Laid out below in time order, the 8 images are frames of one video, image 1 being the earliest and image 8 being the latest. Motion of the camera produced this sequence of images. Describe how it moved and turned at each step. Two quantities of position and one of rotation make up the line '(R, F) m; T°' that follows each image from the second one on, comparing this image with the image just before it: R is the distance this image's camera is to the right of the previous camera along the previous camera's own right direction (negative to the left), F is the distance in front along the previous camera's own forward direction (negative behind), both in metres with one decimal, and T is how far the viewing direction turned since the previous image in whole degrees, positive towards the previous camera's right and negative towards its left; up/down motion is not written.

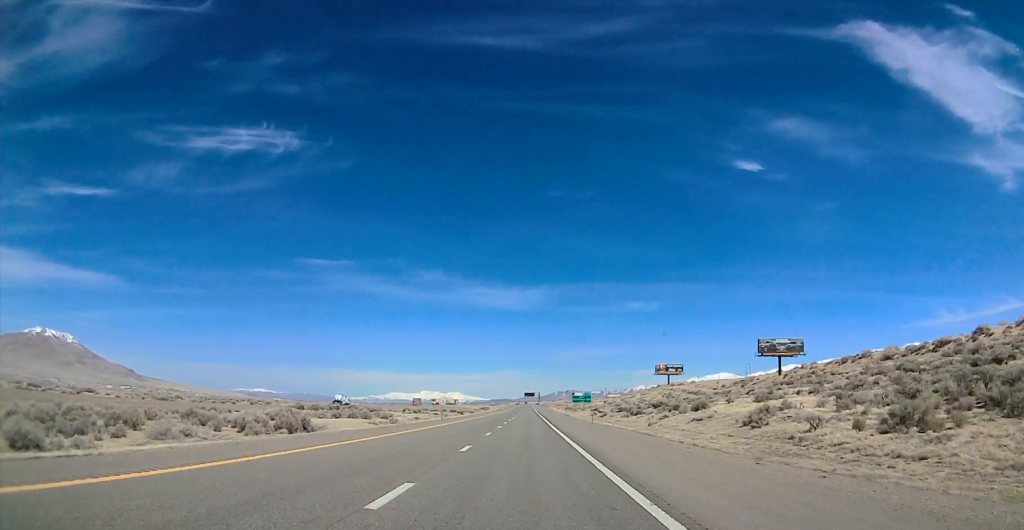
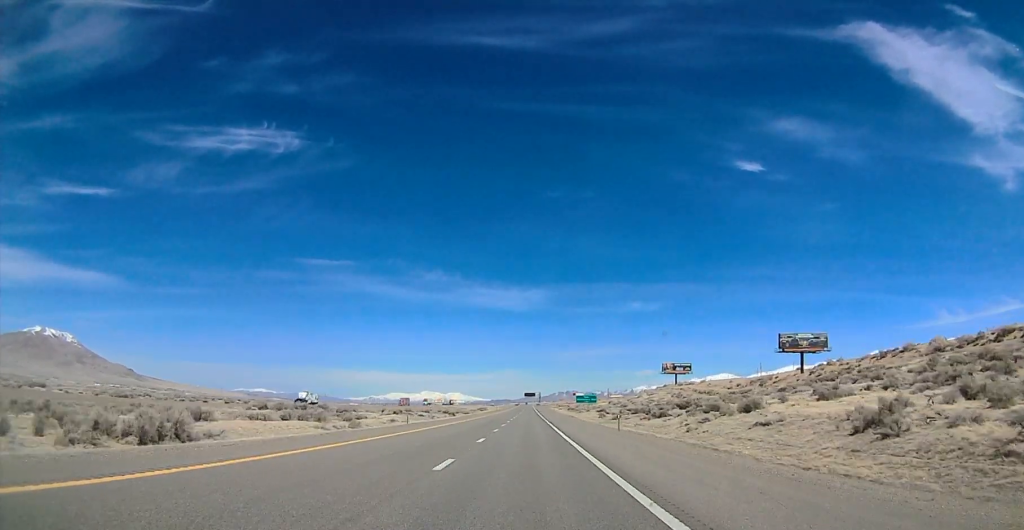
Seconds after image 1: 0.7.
(+0.1, +18.2) m; +2°
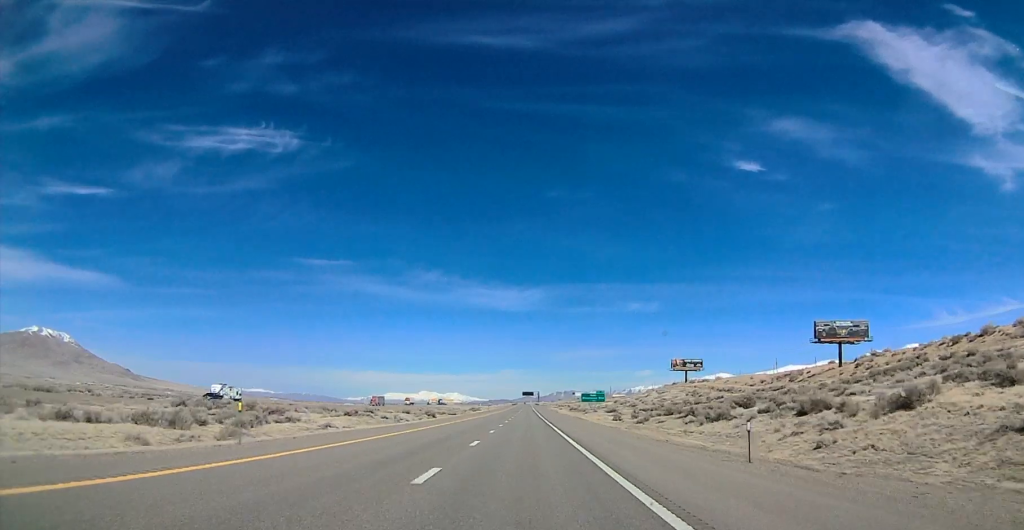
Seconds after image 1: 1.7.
(+1.1, +27.0) m; +1°
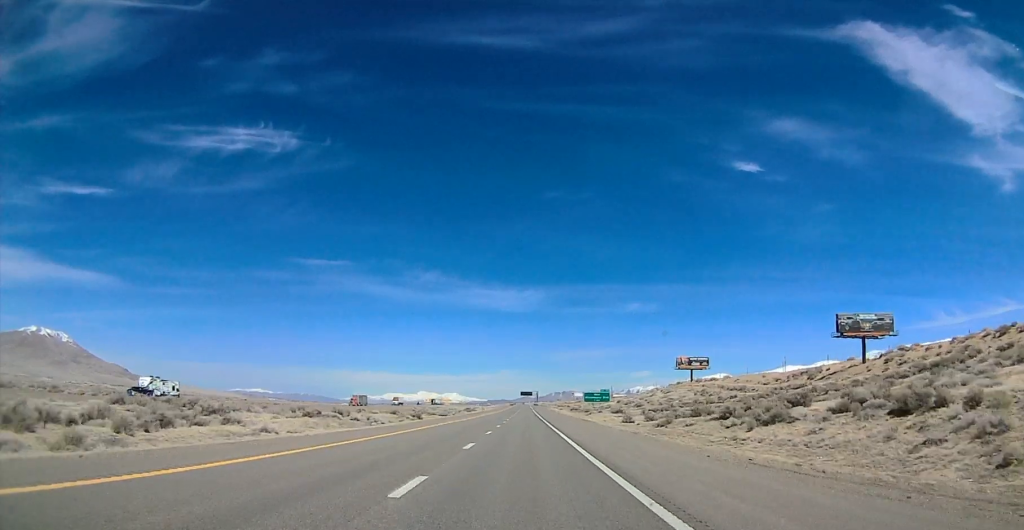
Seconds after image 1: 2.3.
(+0.5, +14.0) m; -2°
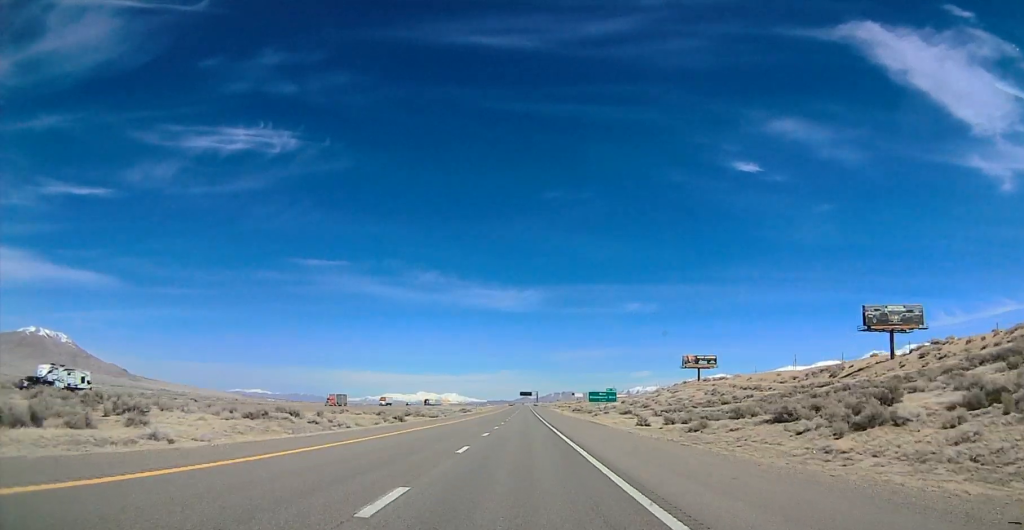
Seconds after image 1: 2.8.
(-0.8, +14.0) m; -1°
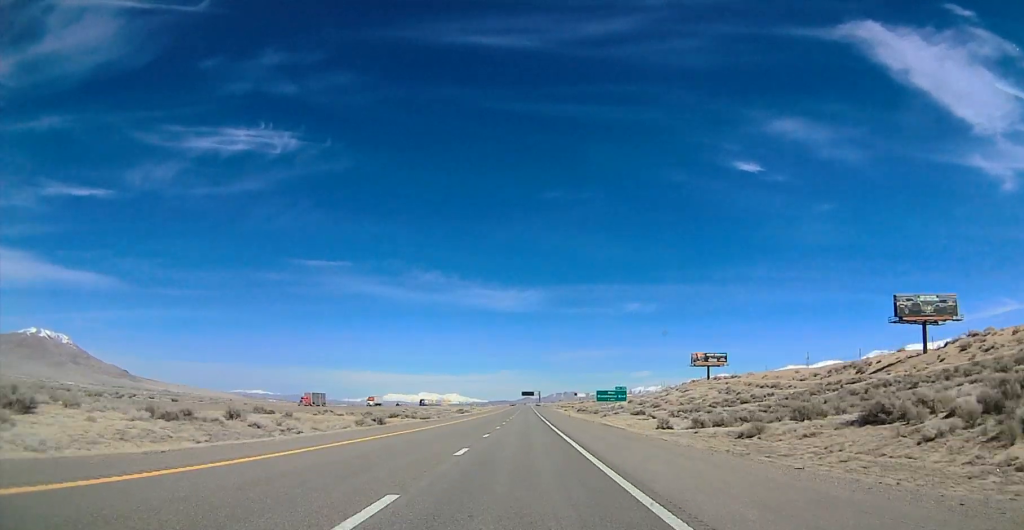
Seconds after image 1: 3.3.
(-0.8, +13.2) m; -1°
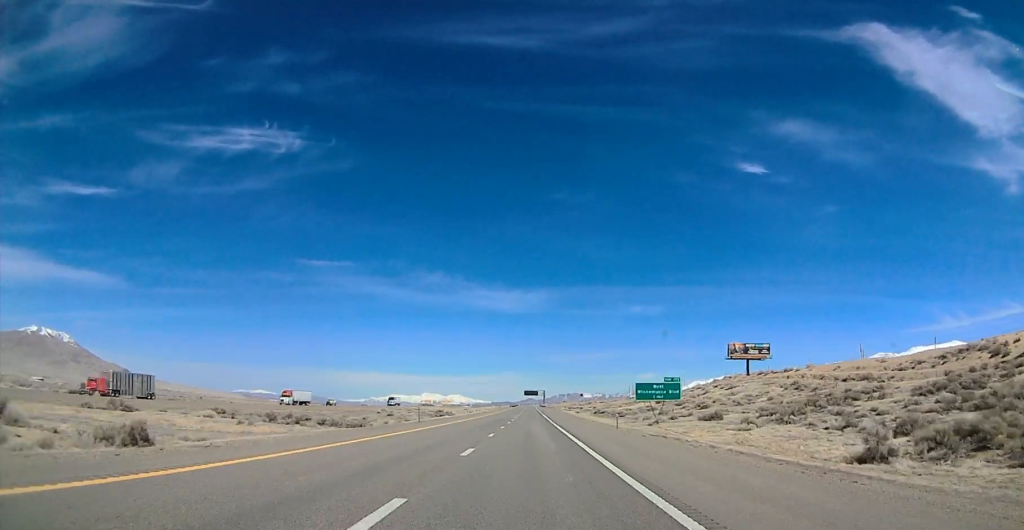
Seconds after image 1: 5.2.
(+3.3, +49.1) m; +1°
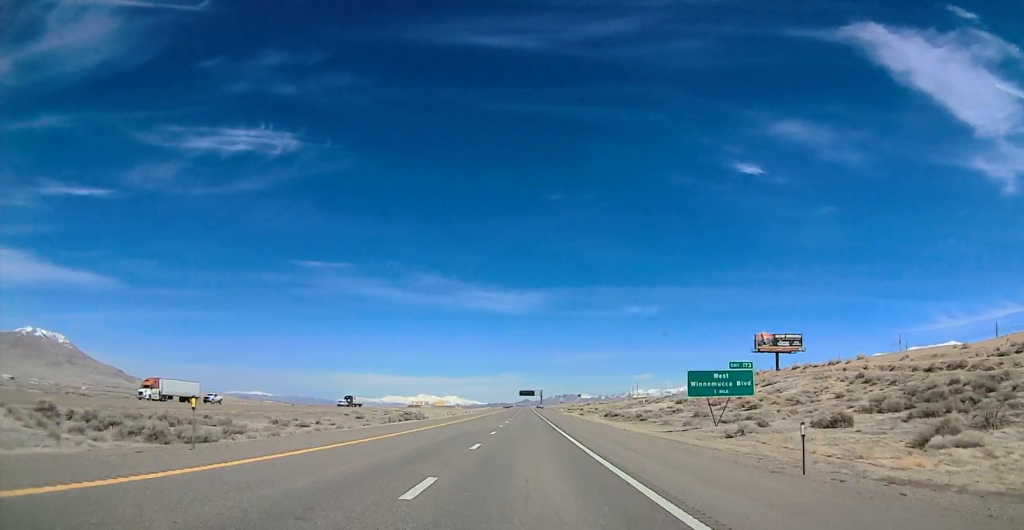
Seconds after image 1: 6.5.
(-1.7, +33.3) m; -1°
